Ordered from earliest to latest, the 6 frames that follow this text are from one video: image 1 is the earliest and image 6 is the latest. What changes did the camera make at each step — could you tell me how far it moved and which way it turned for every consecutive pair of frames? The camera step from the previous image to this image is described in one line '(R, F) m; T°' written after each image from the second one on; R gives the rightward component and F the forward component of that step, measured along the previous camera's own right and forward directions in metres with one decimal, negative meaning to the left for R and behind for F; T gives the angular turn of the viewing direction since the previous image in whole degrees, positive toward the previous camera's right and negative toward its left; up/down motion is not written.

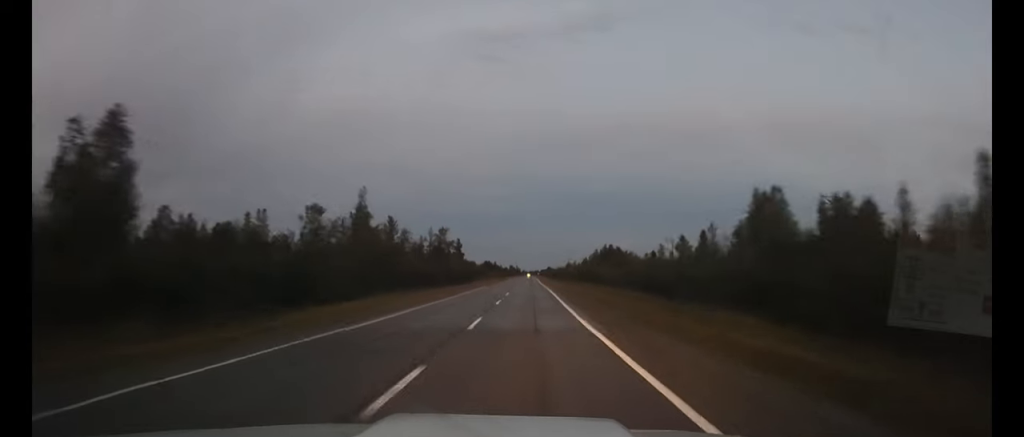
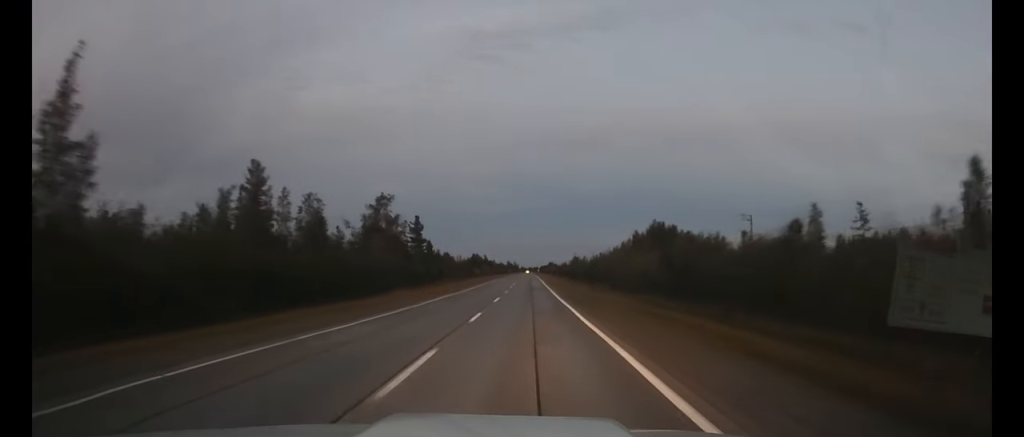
(0.0, +58.7) m; 0°
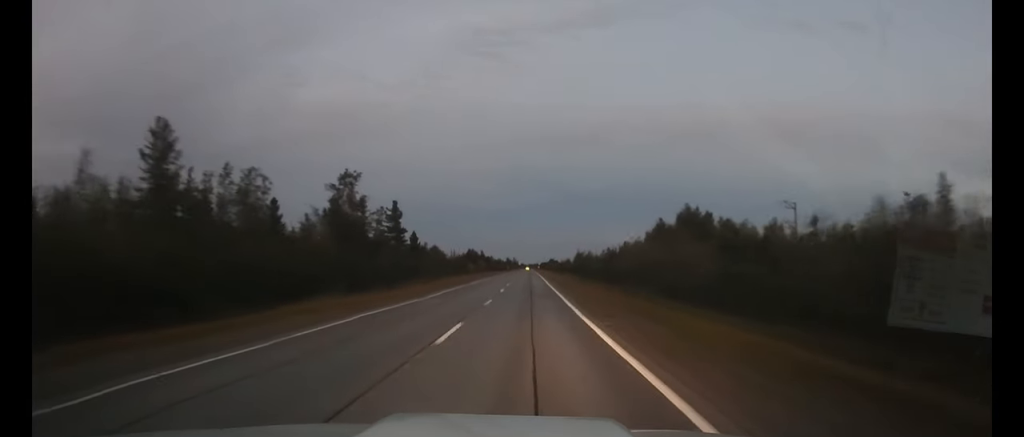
(0.0, +17.8) m; 0°
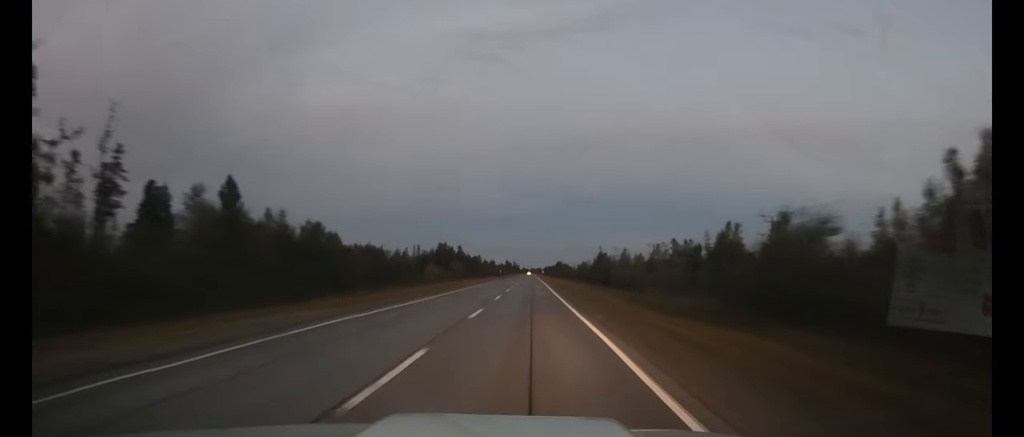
(+0.1, +74.2) m; 0°
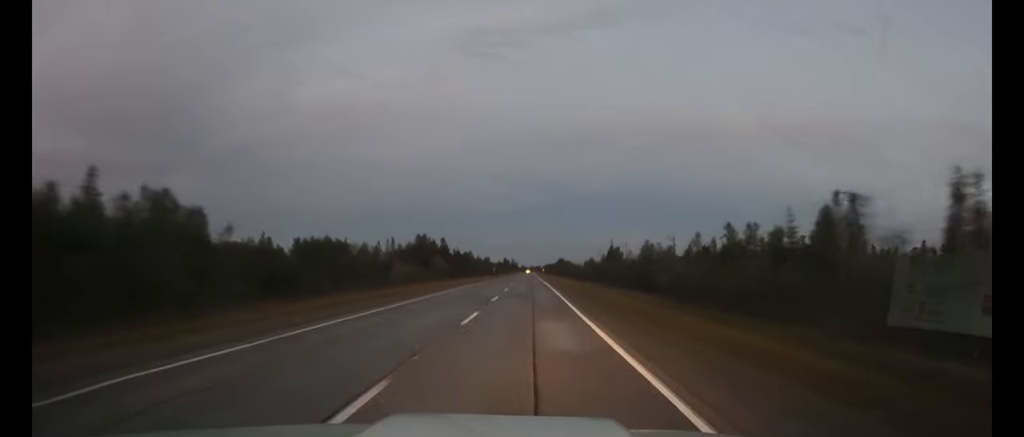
(-0.1, +26.3) m; 0°
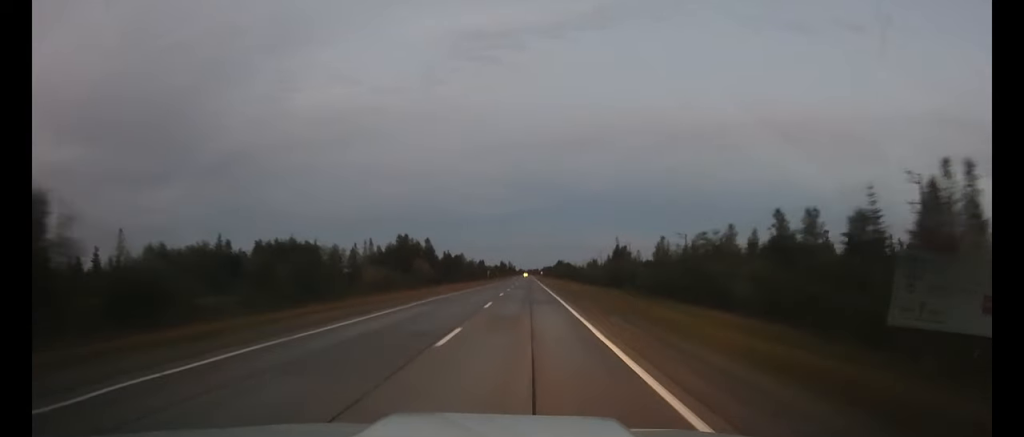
(0.0, +14.8) m; 0°
